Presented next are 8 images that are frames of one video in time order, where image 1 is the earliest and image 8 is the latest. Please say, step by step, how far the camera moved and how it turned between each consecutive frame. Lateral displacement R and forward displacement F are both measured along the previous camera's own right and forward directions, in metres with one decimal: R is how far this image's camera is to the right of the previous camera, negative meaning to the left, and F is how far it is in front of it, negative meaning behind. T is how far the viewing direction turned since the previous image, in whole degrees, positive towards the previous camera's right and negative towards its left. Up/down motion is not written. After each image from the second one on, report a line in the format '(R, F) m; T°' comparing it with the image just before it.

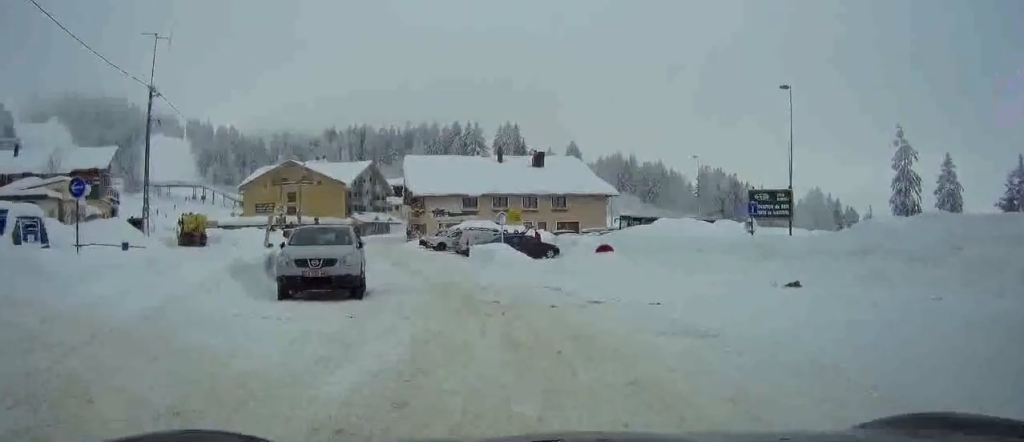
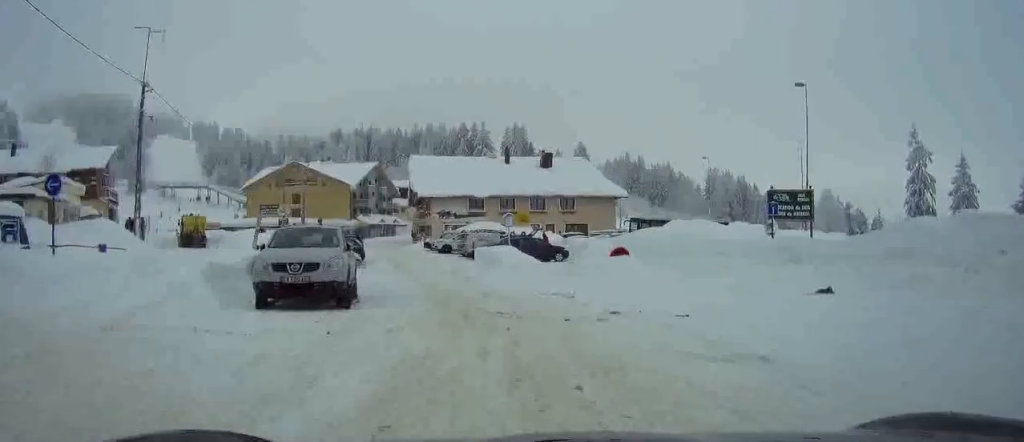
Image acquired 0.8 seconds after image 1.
(0.0, +1.6) m; -1°
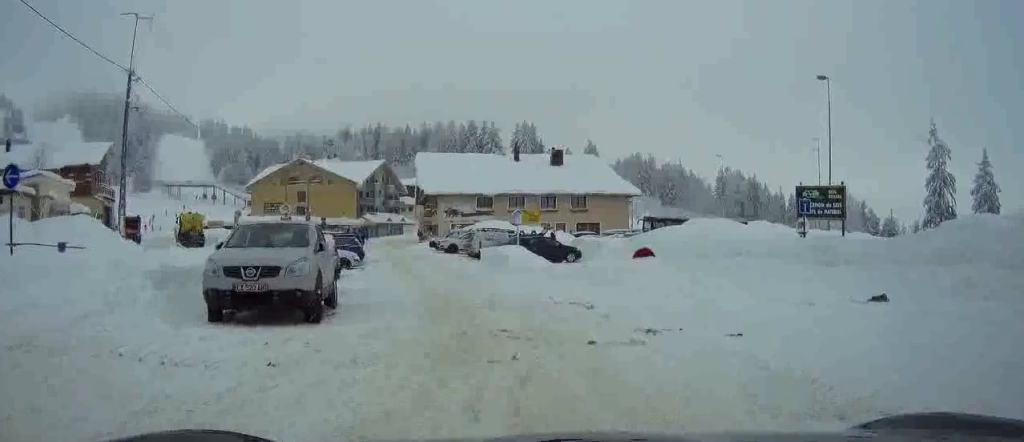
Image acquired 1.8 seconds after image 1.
(0.0, +2.3) m; -2°
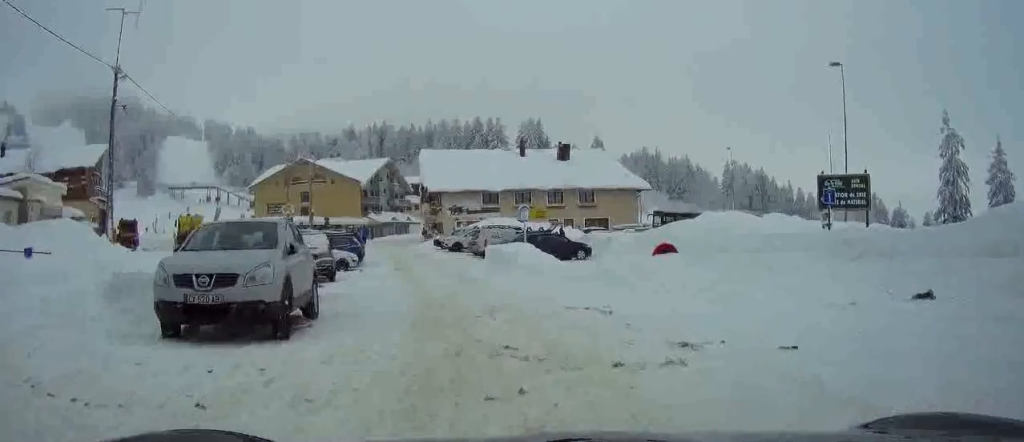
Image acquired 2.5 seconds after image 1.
(0.0, +1.7) m; -2°
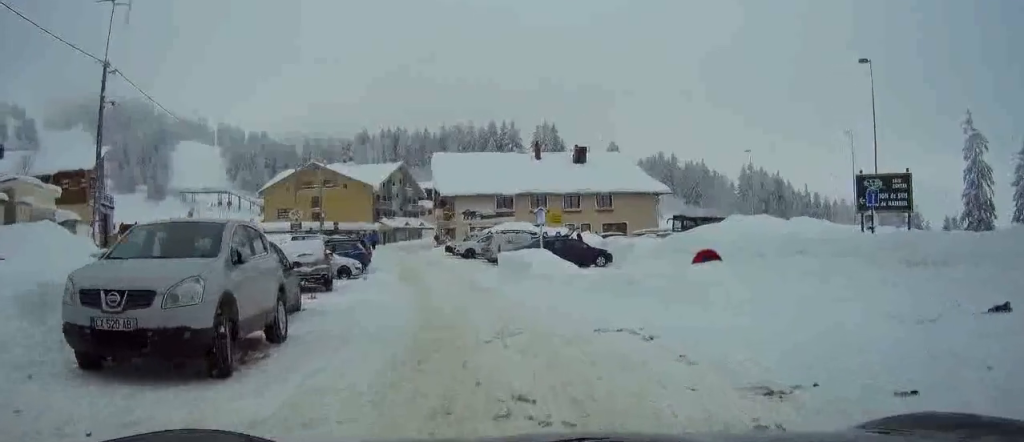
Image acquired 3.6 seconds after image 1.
(-0.1, +2.4) m; -3°
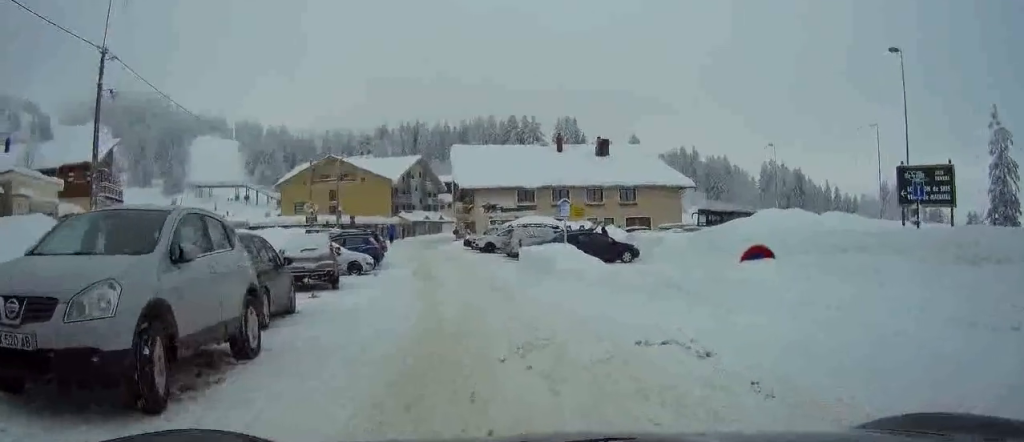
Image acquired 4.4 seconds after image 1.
(0.0, +1.9) m; -2°
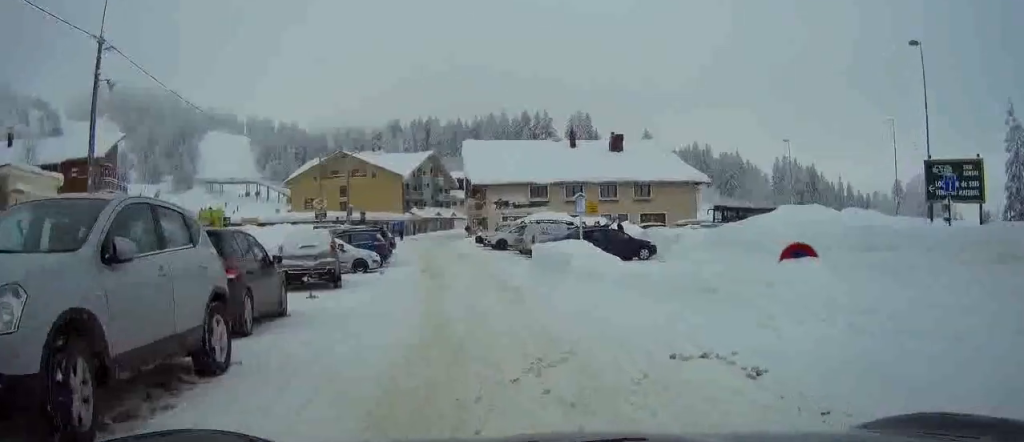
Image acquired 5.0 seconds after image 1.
(0.0, +1.2) m; -1°
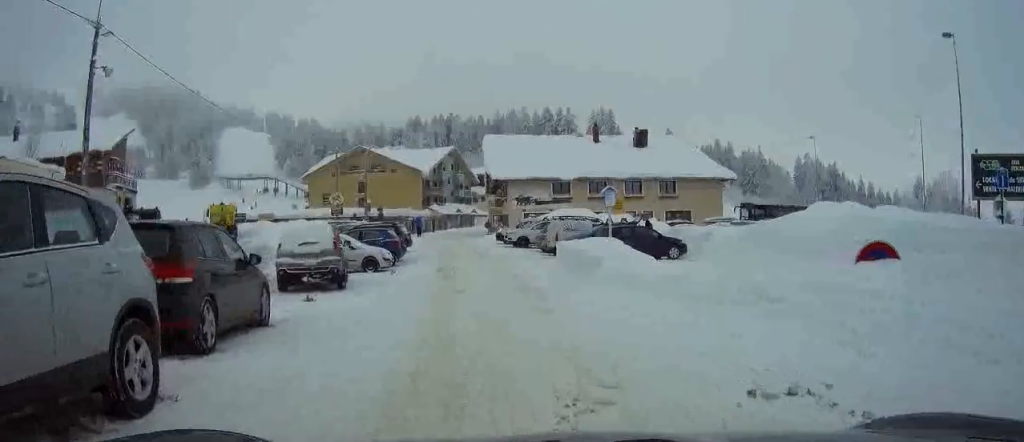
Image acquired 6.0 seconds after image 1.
(0.0, +2.0) m; +2°
